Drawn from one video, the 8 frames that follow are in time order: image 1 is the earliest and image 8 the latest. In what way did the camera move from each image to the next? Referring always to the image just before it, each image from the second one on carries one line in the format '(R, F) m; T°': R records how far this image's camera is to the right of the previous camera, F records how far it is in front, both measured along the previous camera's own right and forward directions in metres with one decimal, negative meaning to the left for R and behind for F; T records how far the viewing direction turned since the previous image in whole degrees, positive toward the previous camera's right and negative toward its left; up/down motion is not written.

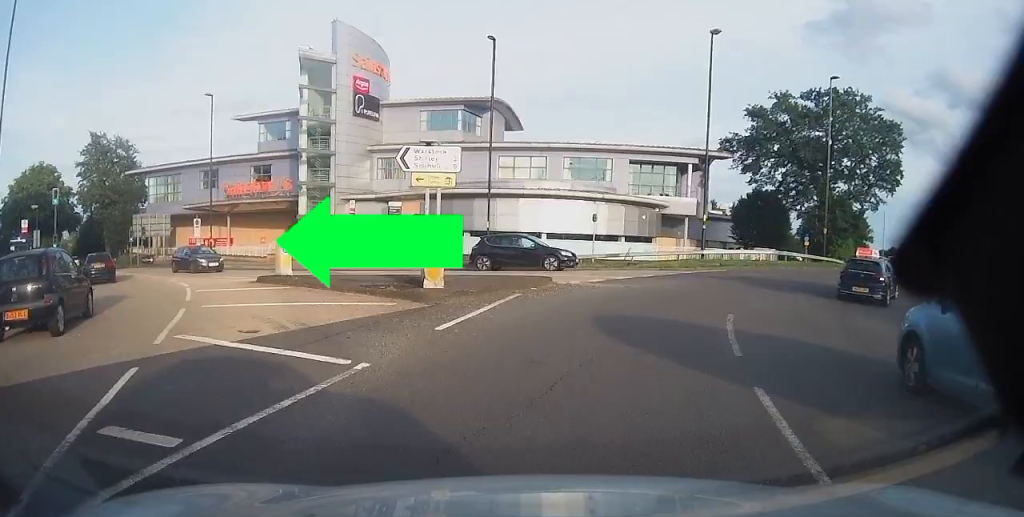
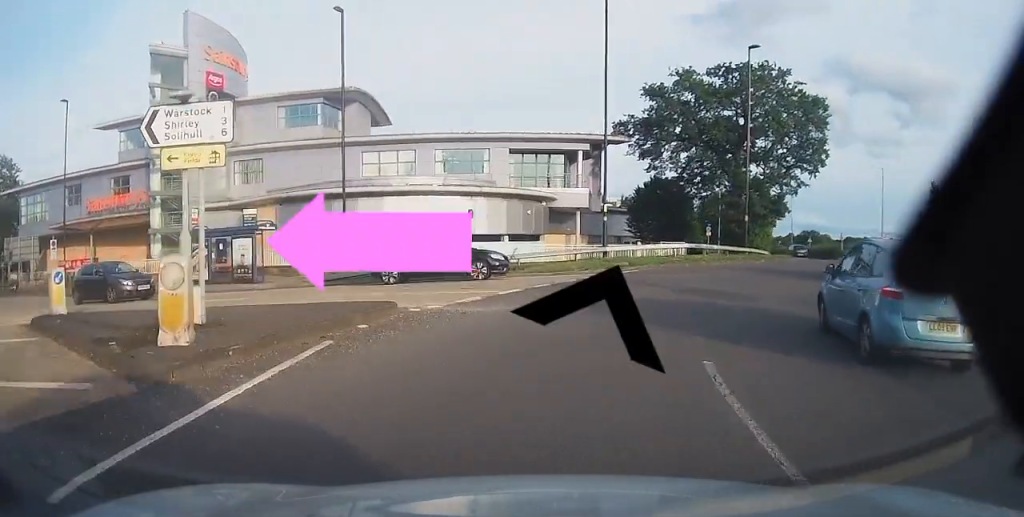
(+0.3, +3.7) m; +8°
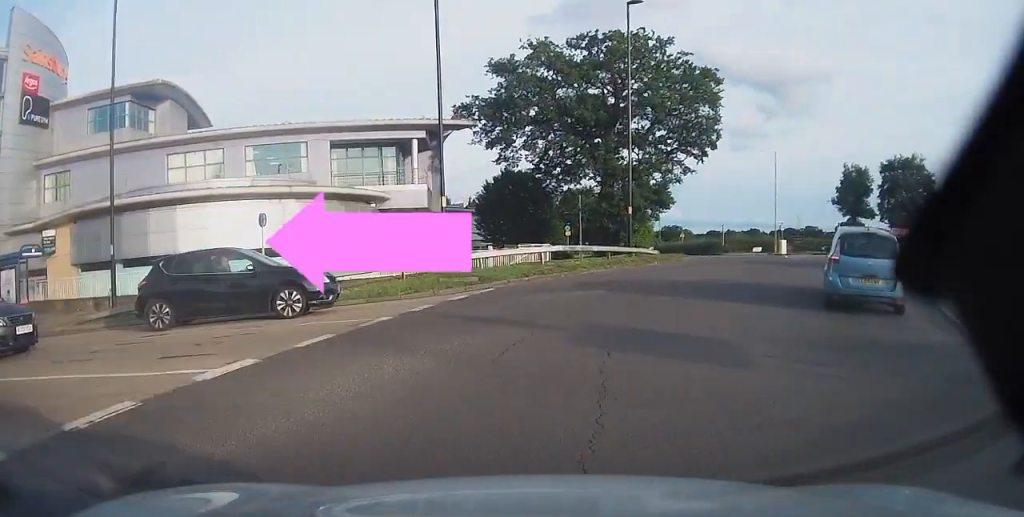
(+0.5, +5.6) m; +15°
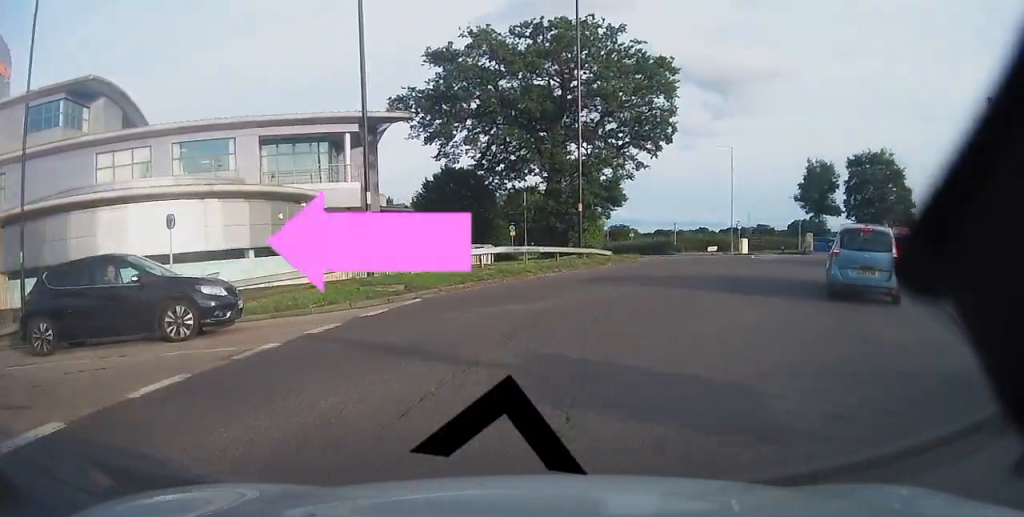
(0.0, +2.0) m; +6°
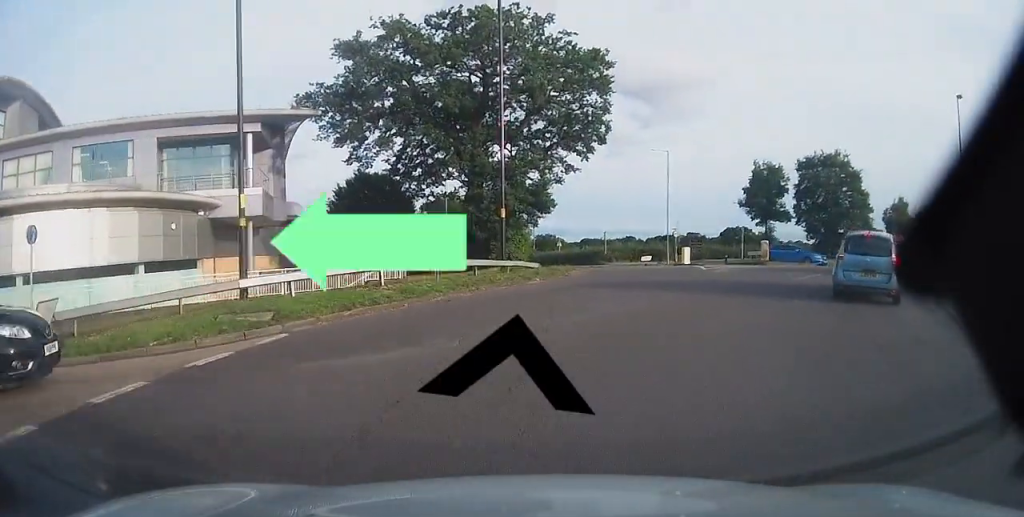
(+0.4, +3.0) m; +4°
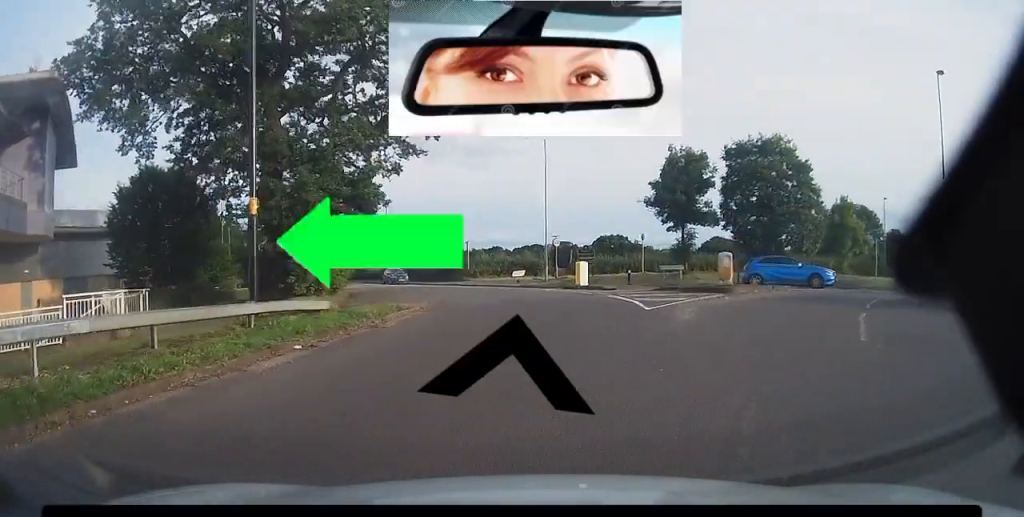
(+0.6, +10.0) m; +3°
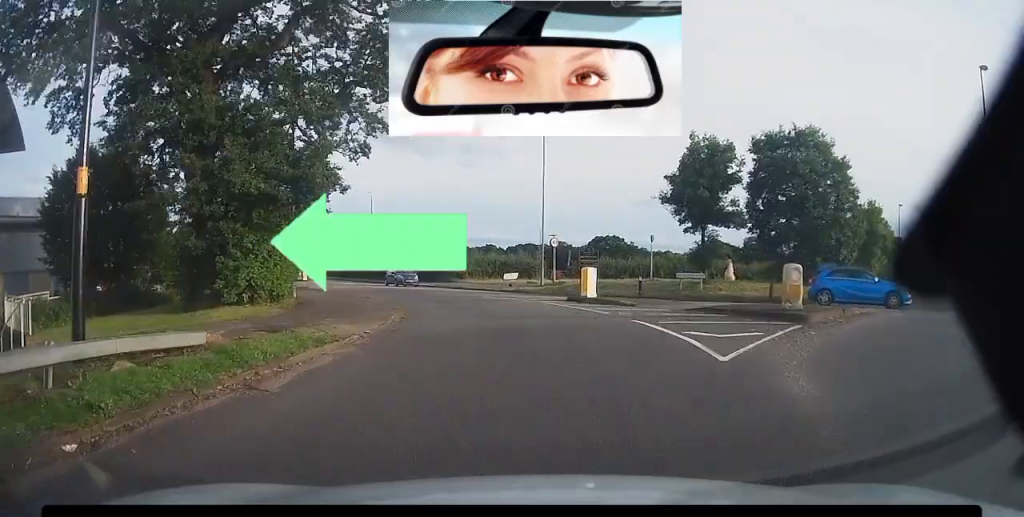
(0.0, +4.6) m; 0°
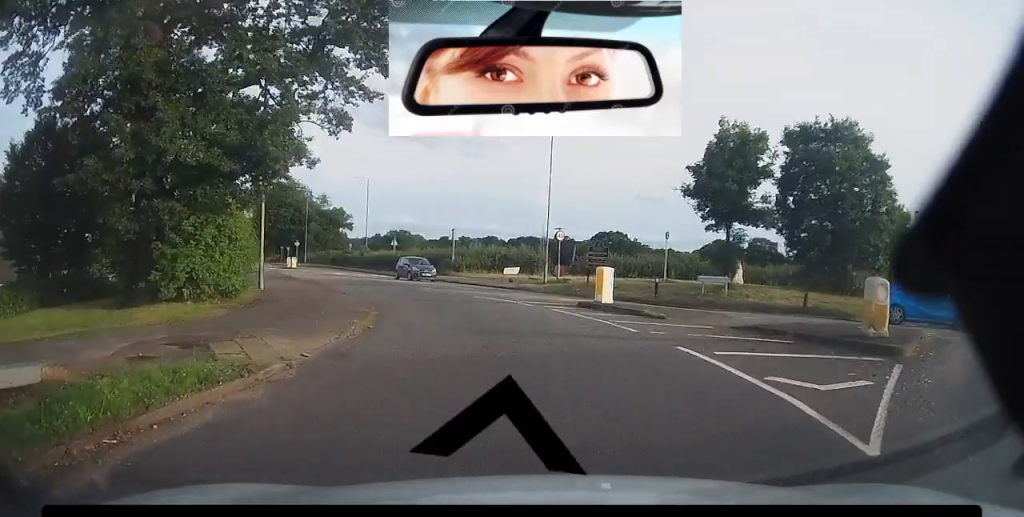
(0.0, +3.2) m; 0°
